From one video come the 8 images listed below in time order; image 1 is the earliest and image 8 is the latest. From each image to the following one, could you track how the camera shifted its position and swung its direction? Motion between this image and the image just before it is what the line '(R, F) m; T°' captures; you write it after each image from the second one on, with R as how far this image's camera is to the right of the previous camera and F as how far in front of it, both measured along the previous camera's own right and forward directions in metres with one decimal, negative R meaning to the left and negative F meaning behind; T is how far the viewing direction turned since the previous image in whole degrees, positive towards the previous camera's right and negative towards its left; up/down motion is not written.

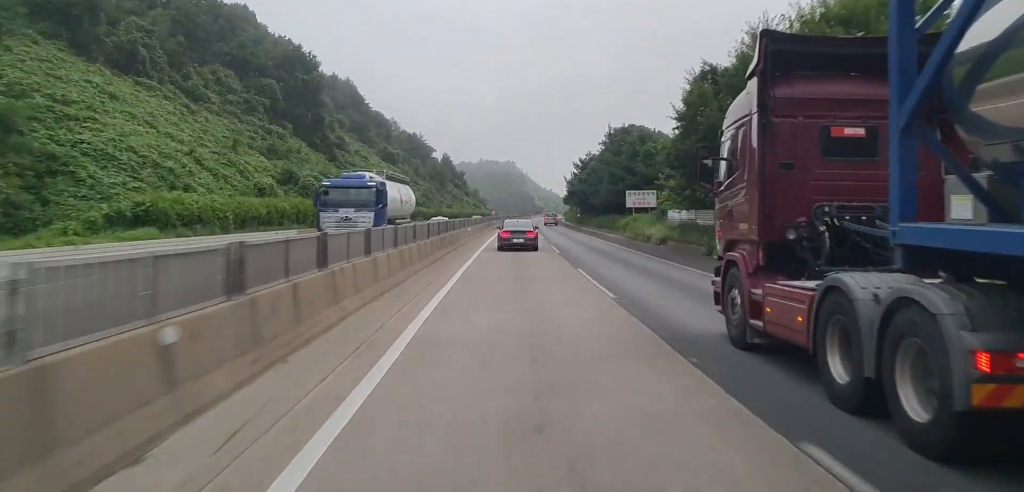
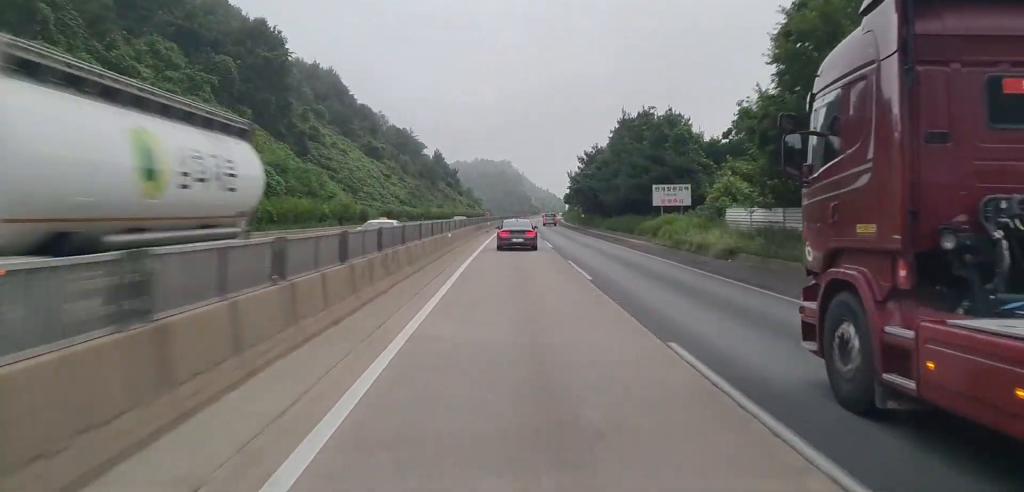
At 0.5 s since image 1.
(-0.1, +14.3) m; 0°
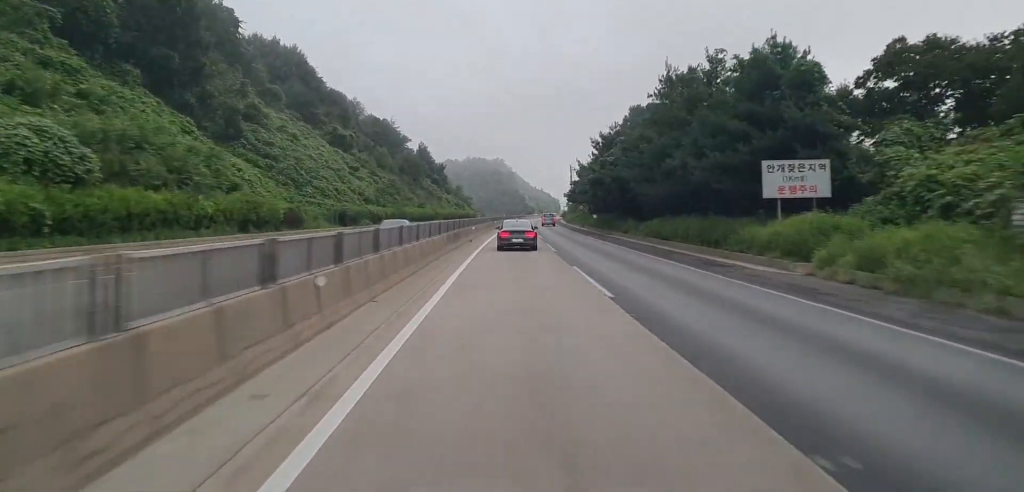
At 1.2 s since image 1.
(+0.3, +23.5) m; 0°
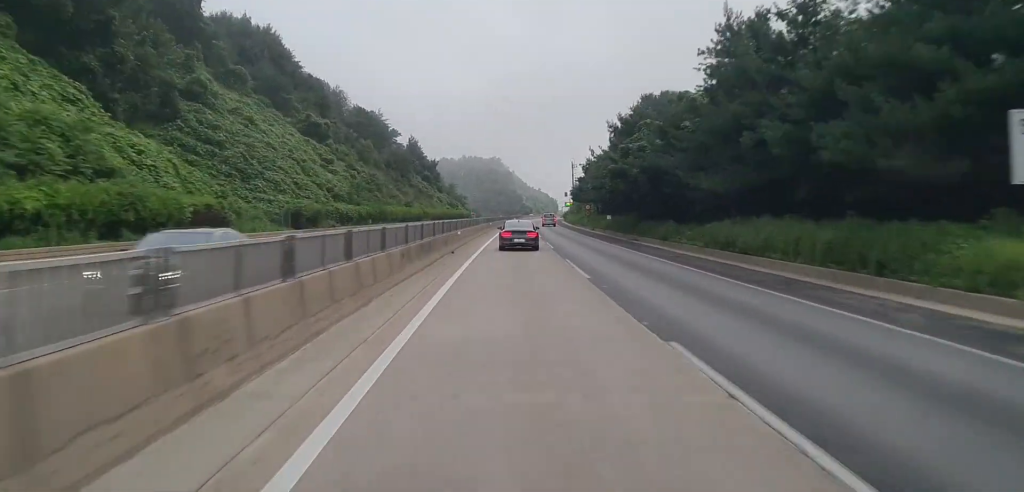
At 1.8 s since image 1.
(-0.1, +16.3) m; 0°
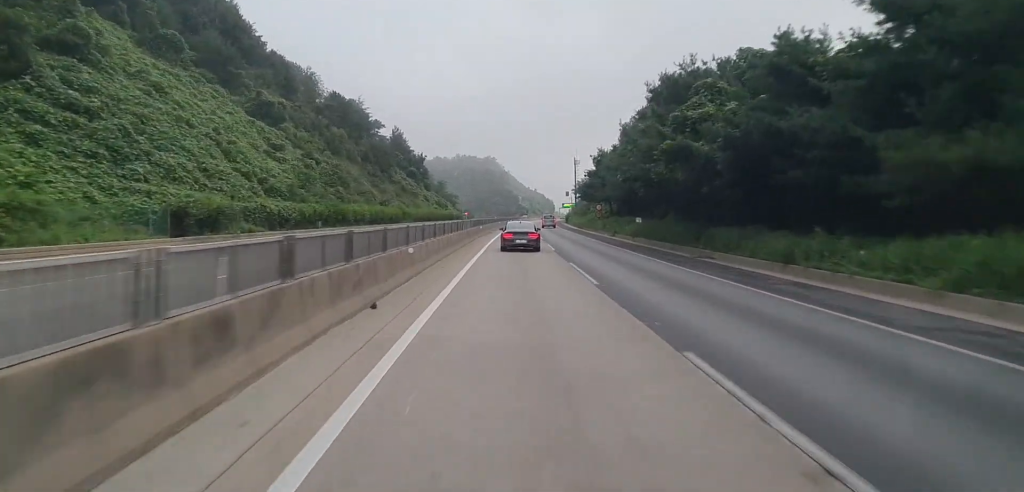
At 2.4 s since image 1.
(-0.2, +20.3) m; 0°
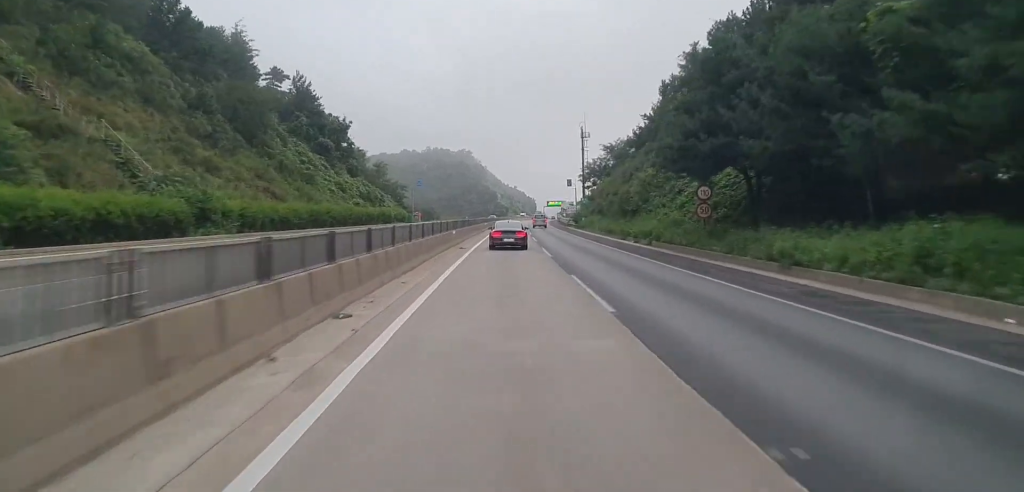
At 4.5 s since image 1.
(+1.8, +64.0) m; +3°
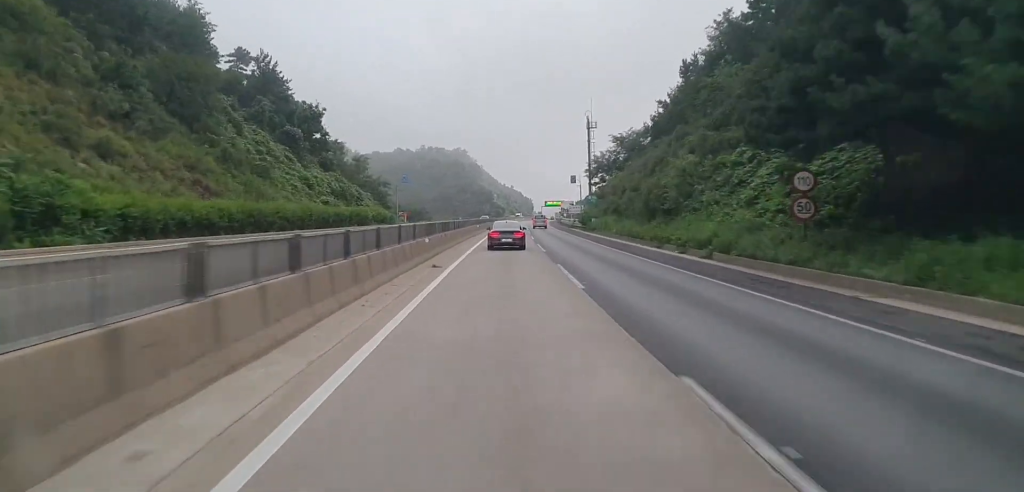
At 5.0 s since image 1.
(0.0, +14.2) m; 0°
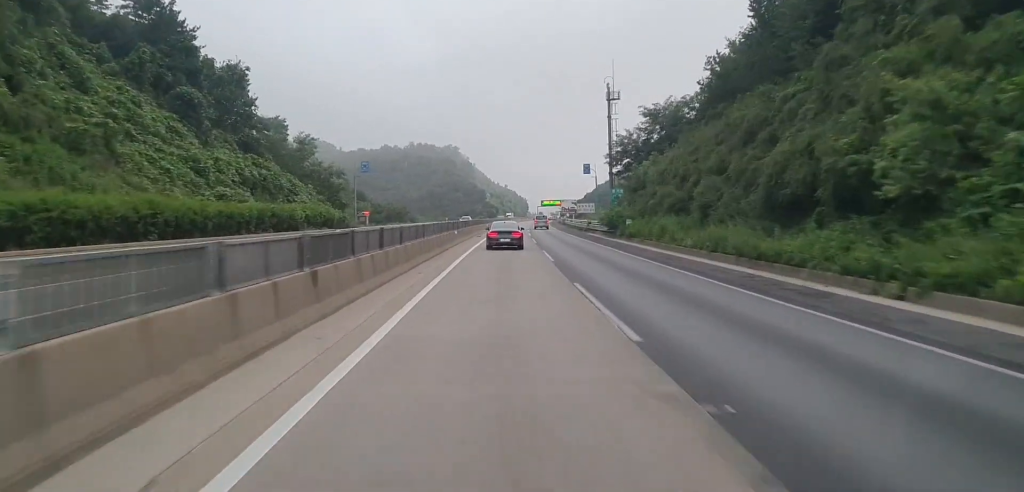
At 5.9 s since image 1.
(0.0, +27.3) m; 0°
